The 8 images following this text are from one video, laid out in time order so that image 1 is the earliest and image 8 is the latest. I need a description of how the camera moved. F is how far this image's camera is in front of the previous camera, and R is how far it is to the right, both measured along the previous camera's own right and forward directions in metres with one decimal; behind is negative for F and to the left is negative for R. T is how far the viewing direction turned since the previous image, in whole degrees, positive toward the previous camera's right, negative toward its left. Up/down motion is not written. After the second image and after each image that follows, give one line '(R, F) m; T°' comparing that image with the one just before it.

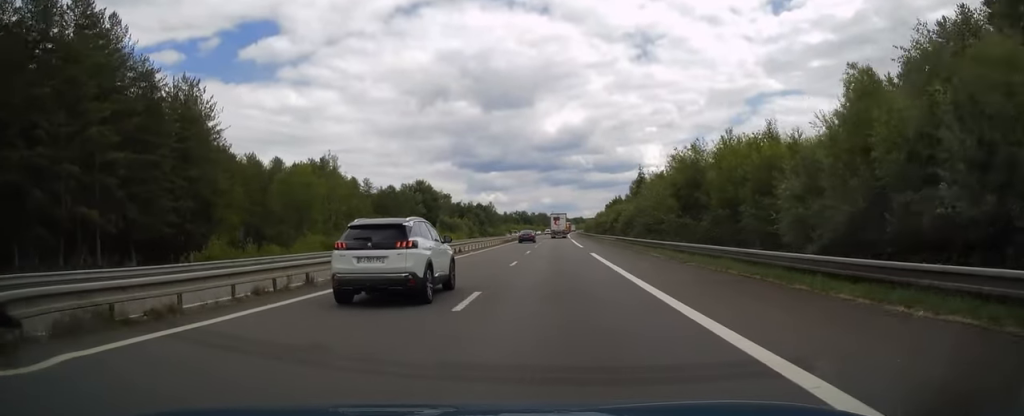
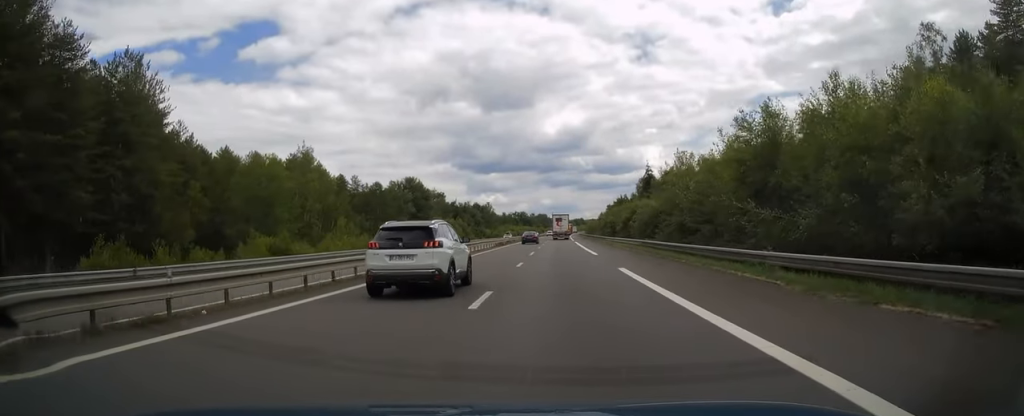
(-0.1, +12.4) m; 0°
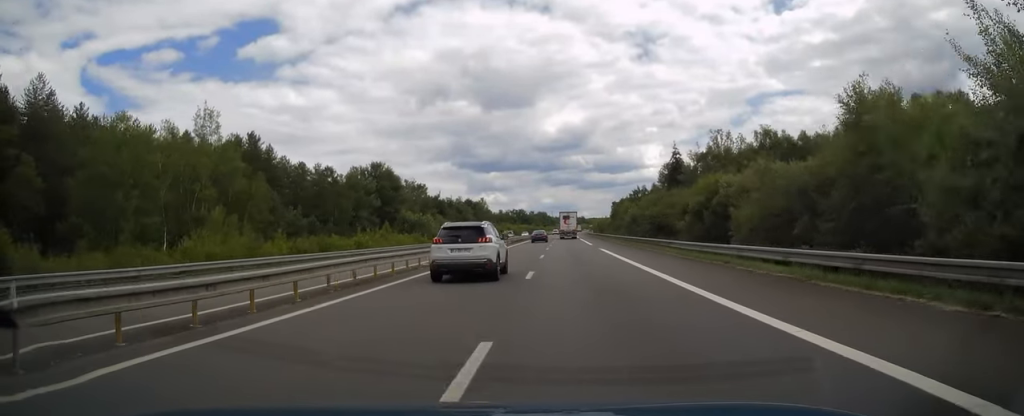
(+0.1, +31.5) m; 0°
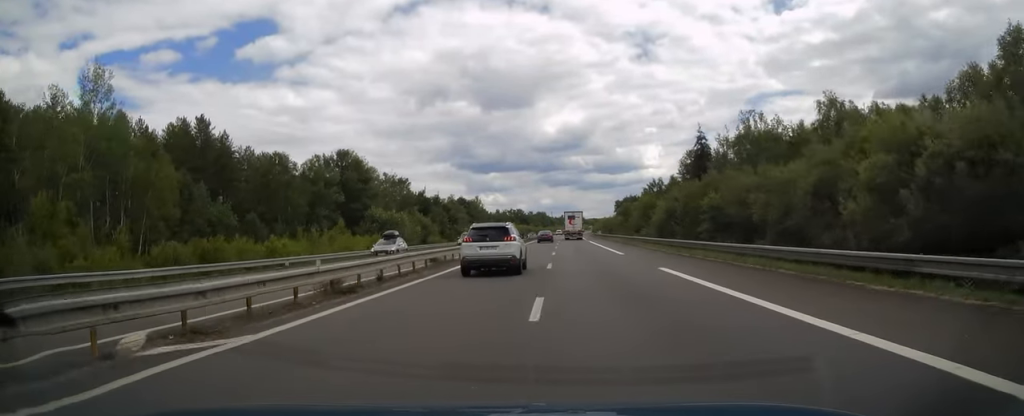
(-0.1, +20.7) m; 0°
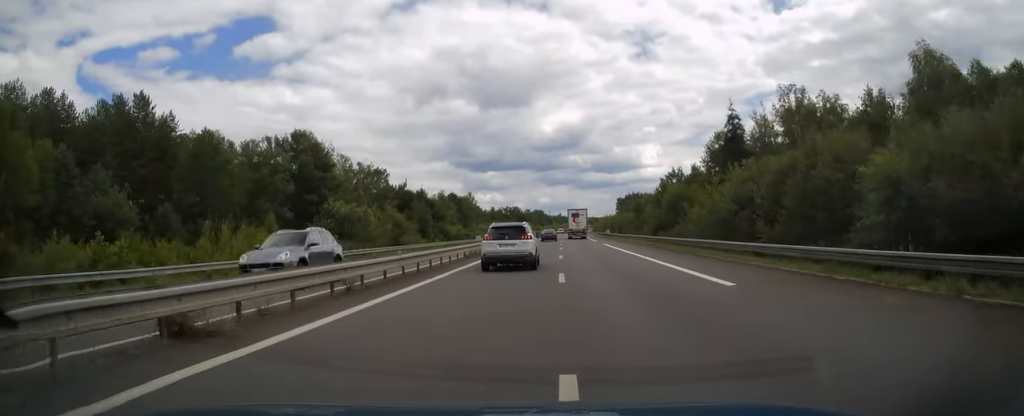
(-0.2, +18.9) m; 0°
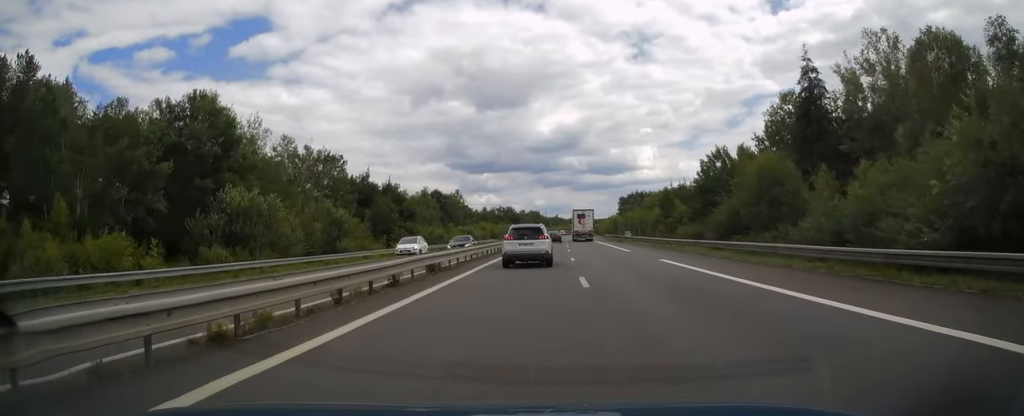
(+0.2, +26.7) m; +1°
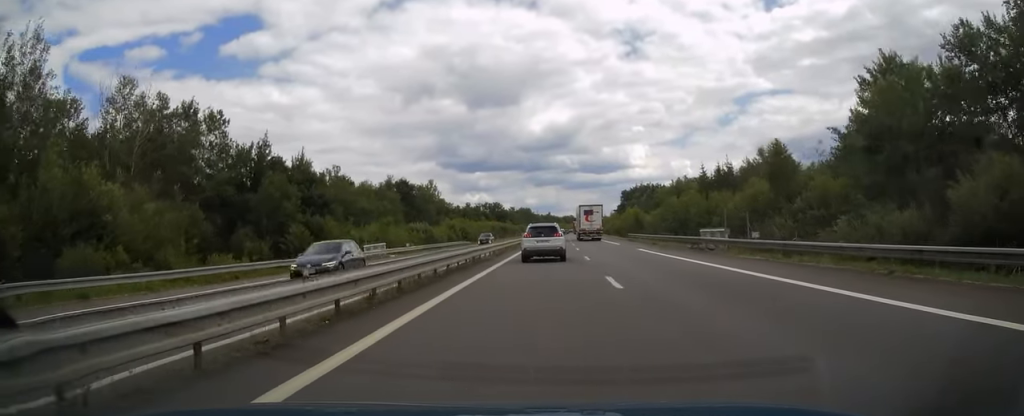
(+0.3, +39.5) m; +1°
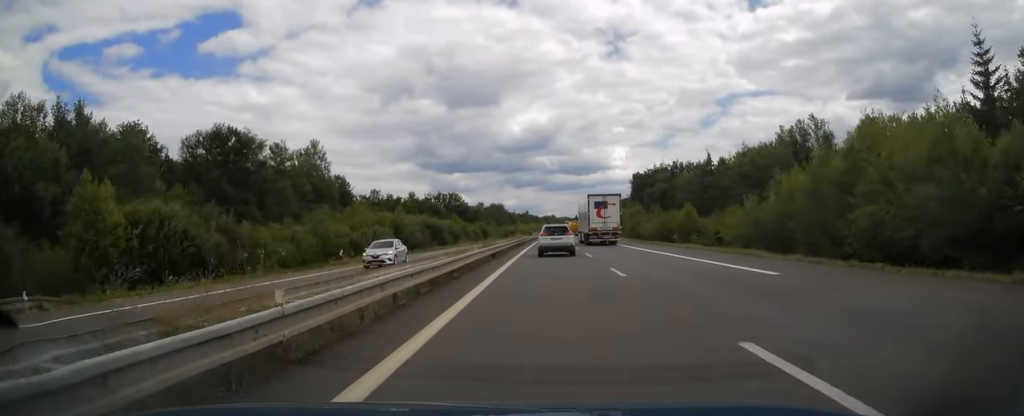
(+1.1, +87.7) m; +2°
